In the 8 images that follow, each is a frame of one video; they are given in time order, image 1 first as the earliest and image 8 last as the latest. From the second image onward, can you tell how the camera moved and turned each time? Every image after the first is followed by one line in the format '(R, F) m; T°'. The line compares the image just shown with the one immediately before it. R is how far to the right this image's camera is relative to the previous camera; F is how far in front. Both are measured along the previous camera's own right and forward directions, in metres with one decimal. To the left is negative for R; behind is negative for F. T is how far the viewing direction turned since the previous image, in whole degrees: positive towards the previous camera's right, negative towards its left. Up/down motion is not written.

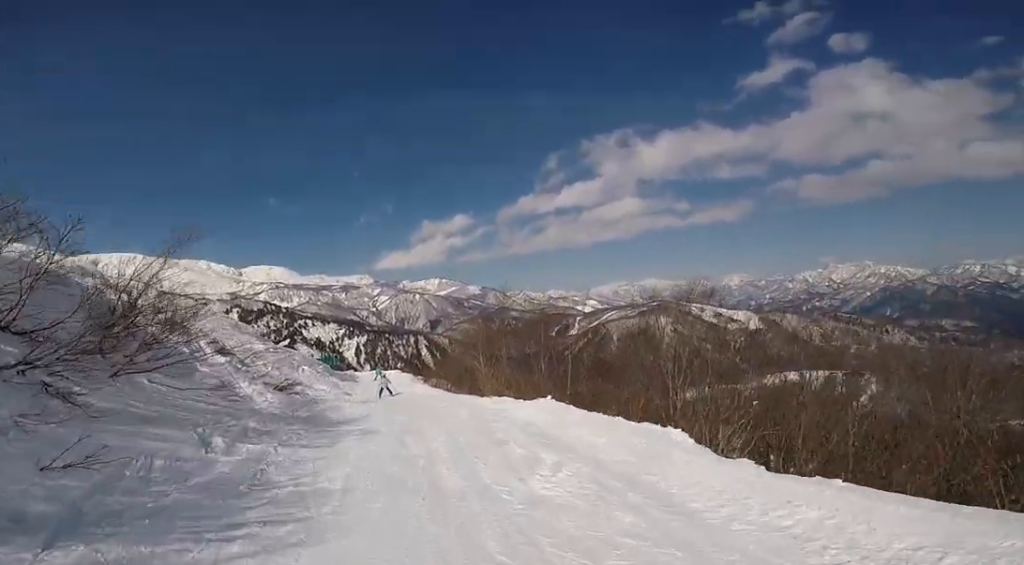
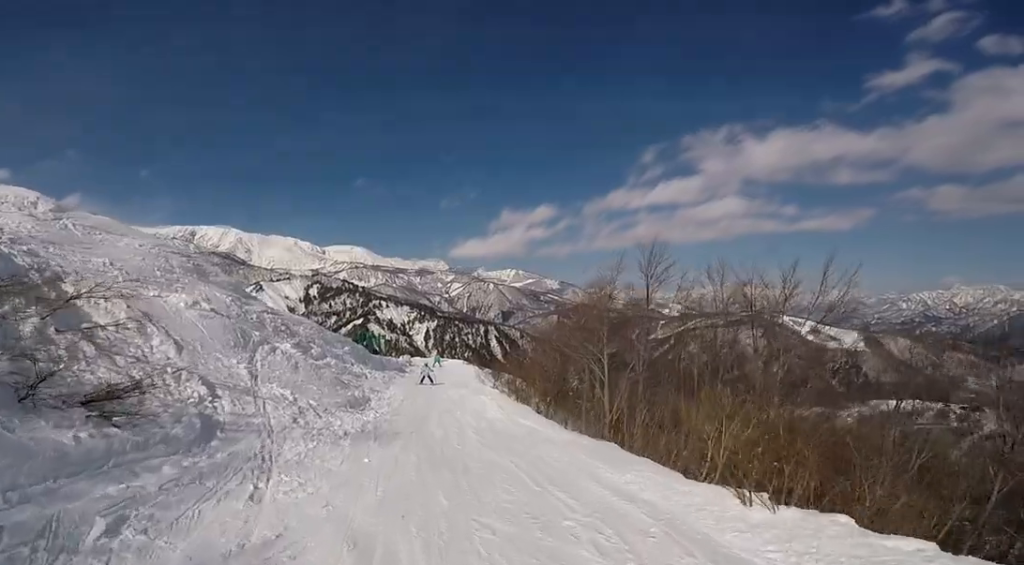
(-0.7, +10.3) m; -9°
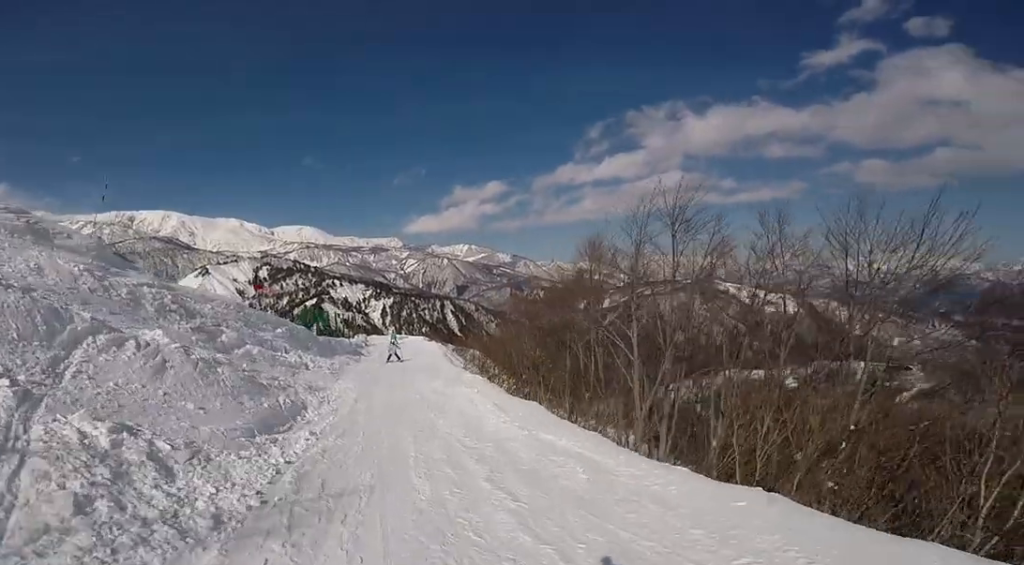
(-0.1, +4.6) m; -1°
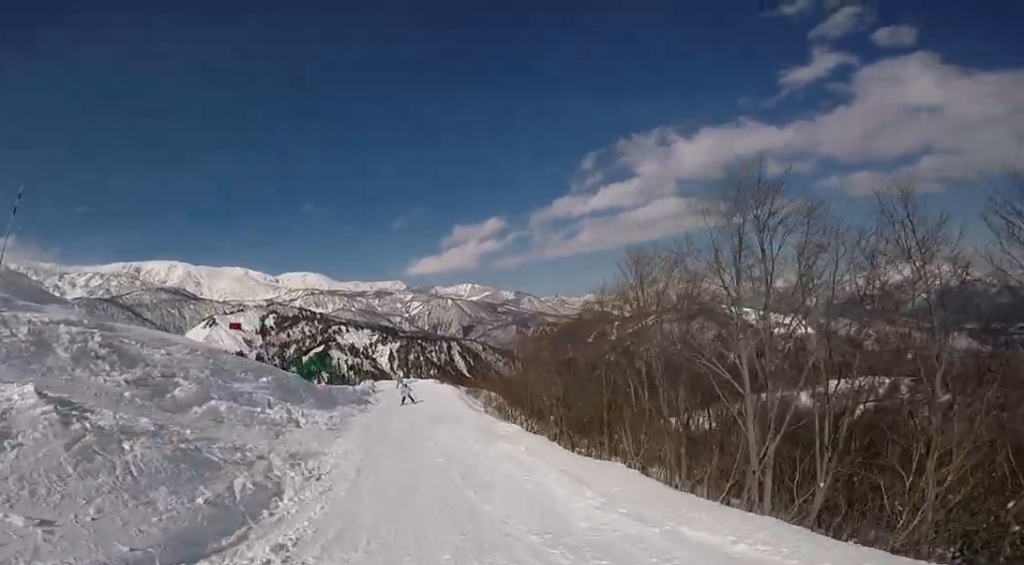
(0.0, +3.2) m; +1°
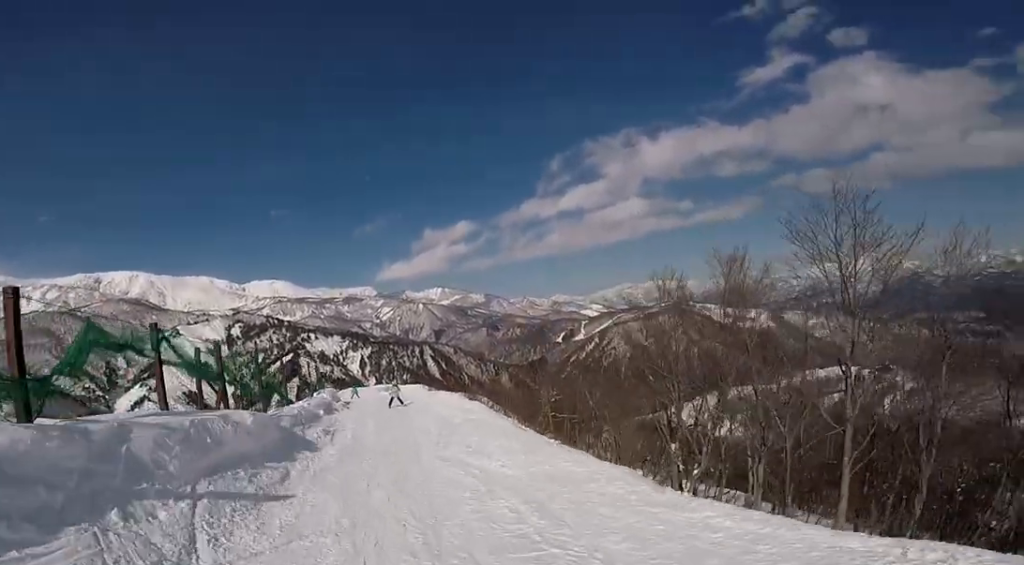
(+2.0, +13.2) m; +8°
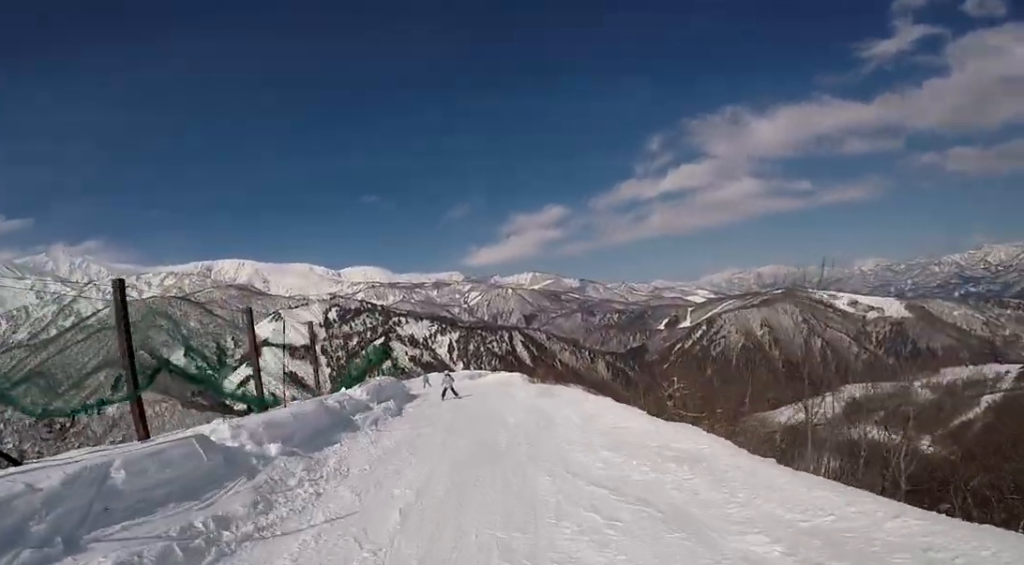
(-0.9, +9.5) m; 0°
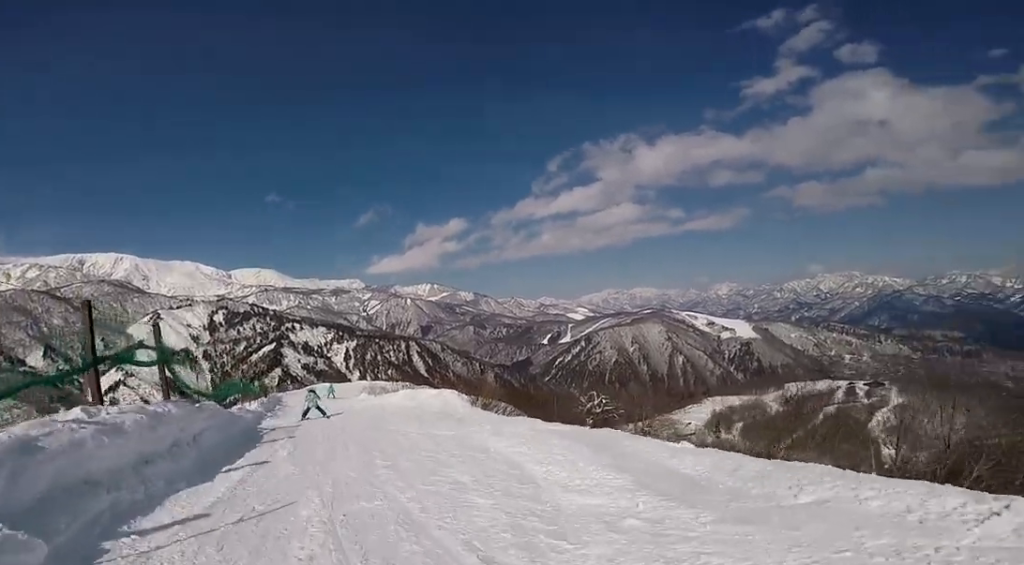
(+0.1, +10.7) m; -7°
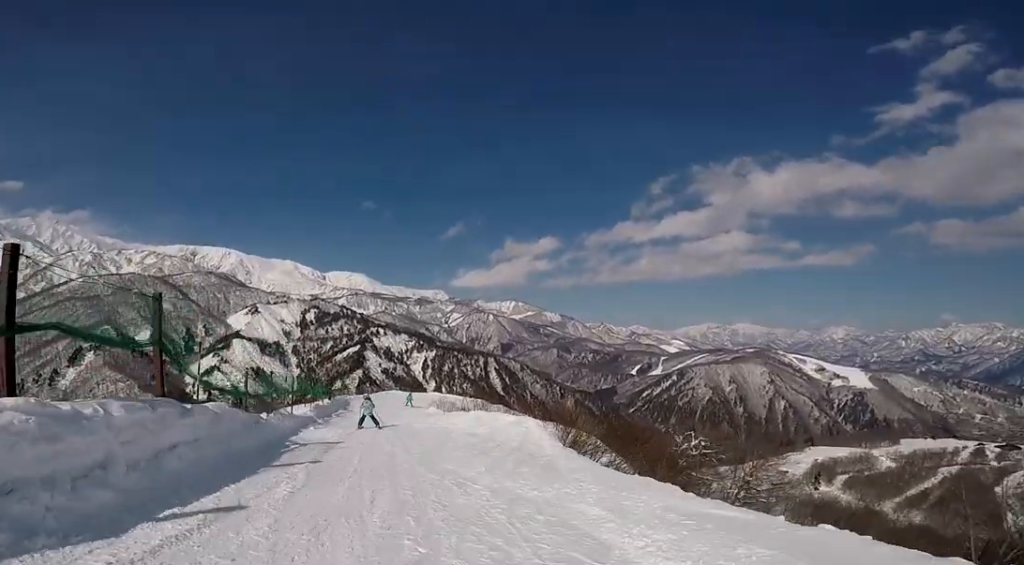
(-0.1, +3.1) m; -2°
